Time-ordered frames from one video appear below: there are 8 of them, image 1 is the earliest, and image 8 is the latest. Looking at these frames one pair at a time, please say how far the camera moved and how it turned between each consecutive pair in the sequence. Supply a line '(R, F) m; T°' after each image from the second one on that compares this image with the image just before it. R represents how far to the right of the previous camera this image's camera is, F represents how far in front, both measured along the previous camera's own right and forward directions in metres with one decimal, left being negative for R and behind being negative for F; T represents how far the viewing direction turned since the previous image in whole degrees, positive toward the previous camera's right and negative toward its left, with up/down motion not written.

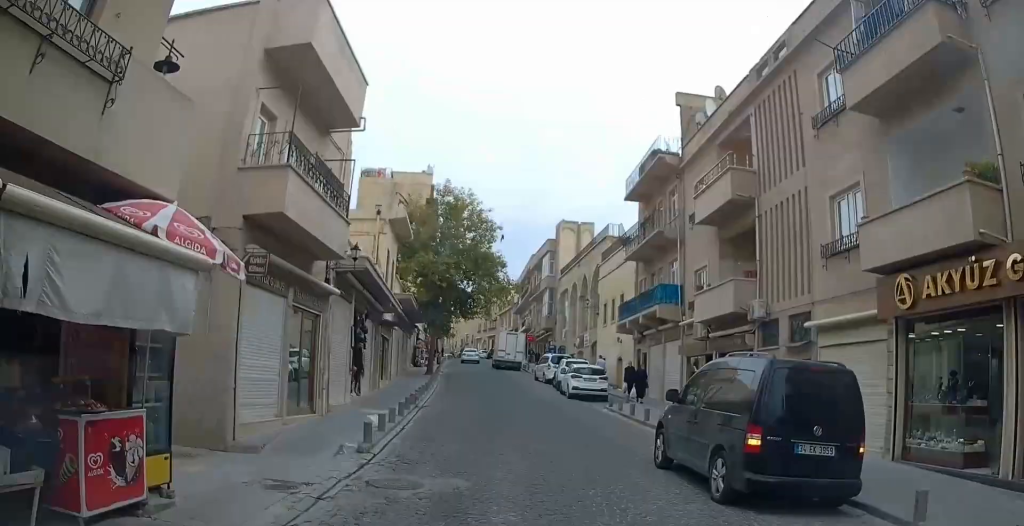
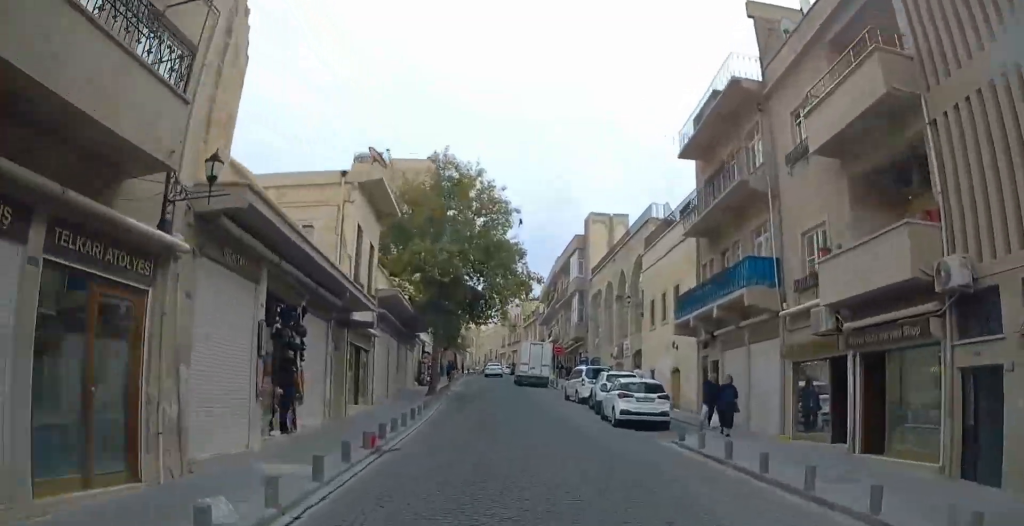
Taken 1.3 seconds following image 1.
(-0.1, +8.3) m; -1°
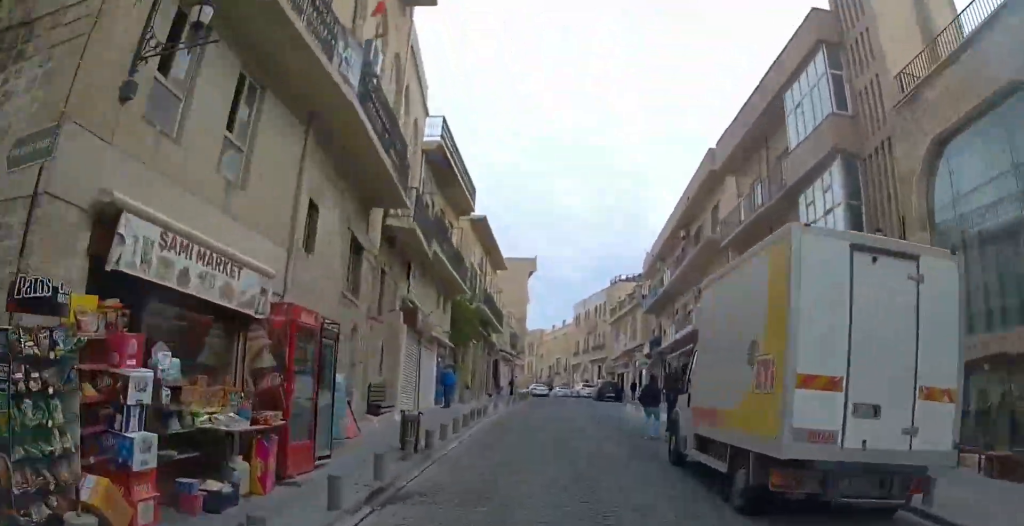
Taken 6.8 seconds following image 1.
(-0.9, +37.0) m; -3°
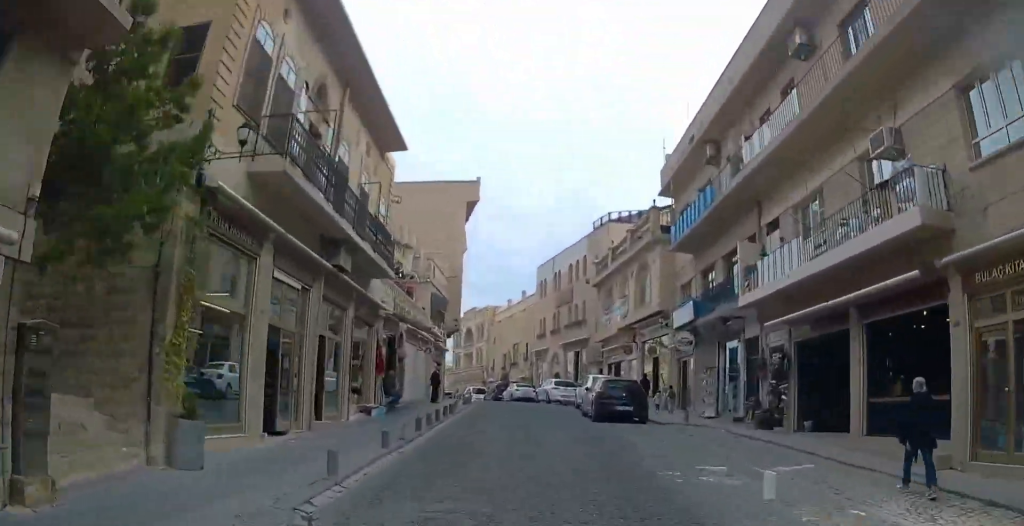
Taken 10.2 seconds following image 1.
(-0.3, +22.2) m; +1°
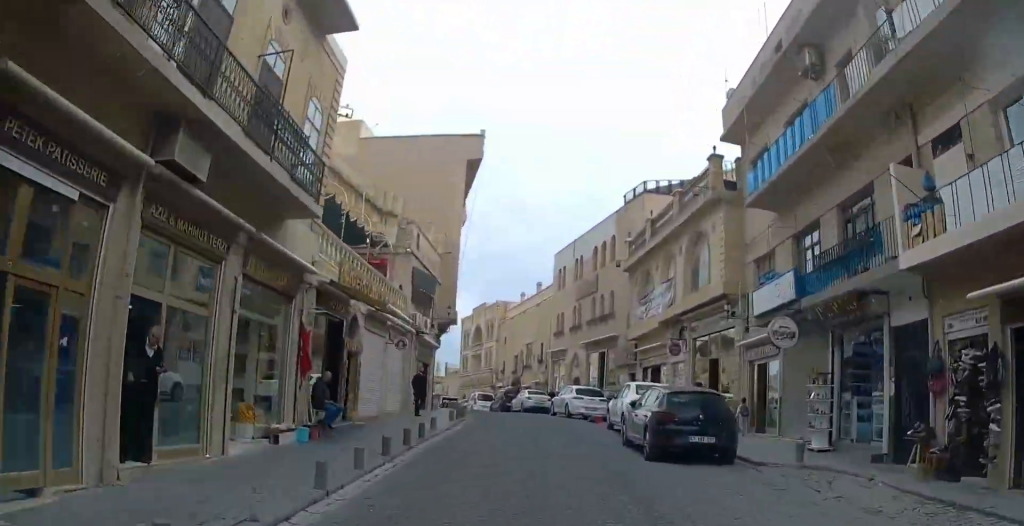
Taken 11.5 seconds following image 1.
(+0.1, +8.0) m; 0°
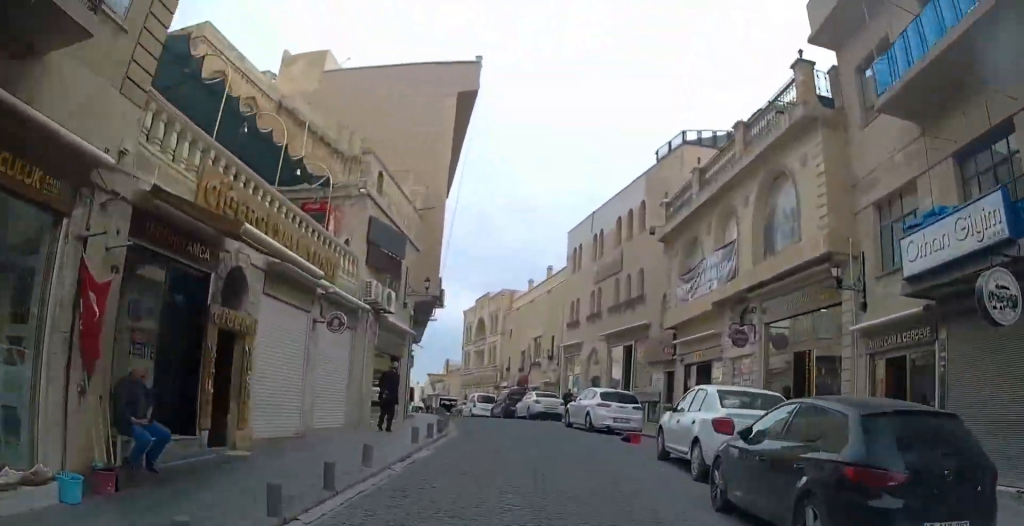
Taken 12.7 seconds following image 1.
(+0.3, +7.2) m; 0°
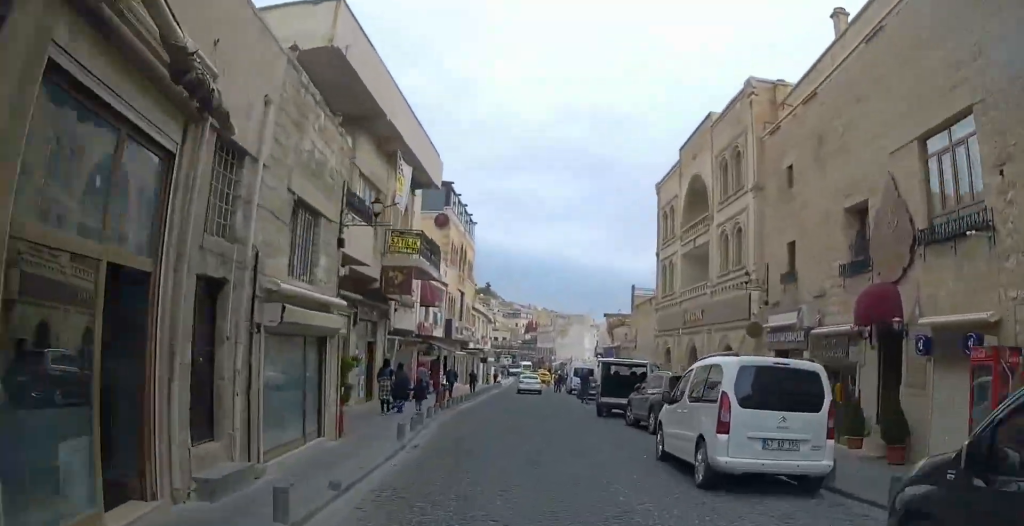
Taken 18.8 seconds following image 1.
(-3.9, +34.8) m; -13°
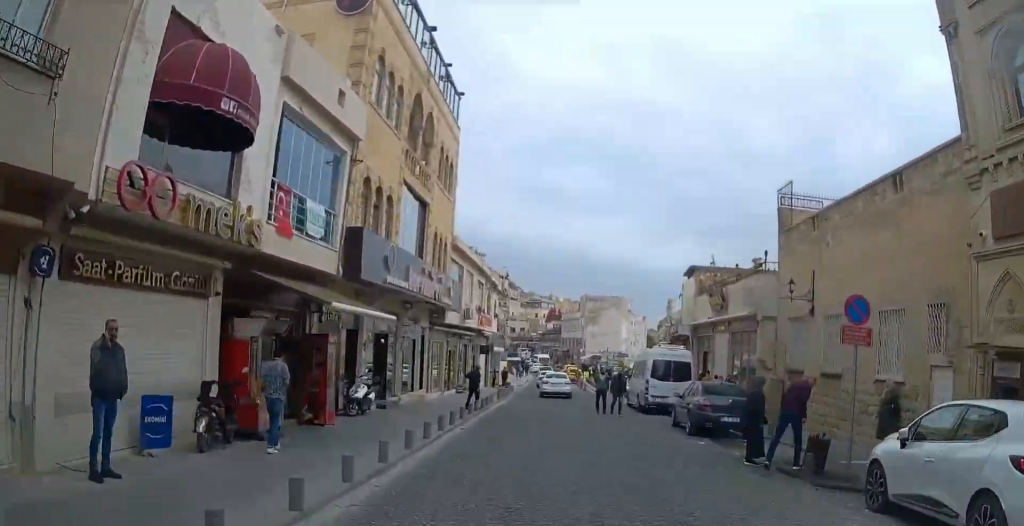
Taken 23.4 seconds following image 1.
(-0.3, +24.8) m; -3°
